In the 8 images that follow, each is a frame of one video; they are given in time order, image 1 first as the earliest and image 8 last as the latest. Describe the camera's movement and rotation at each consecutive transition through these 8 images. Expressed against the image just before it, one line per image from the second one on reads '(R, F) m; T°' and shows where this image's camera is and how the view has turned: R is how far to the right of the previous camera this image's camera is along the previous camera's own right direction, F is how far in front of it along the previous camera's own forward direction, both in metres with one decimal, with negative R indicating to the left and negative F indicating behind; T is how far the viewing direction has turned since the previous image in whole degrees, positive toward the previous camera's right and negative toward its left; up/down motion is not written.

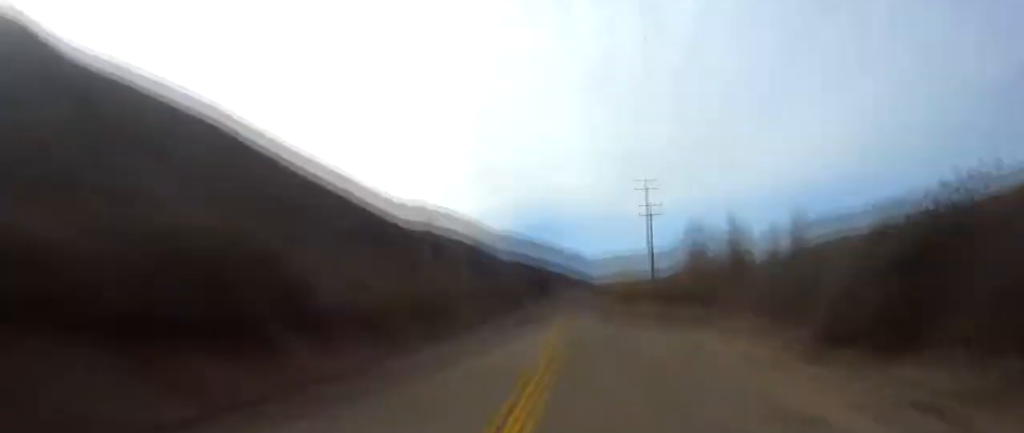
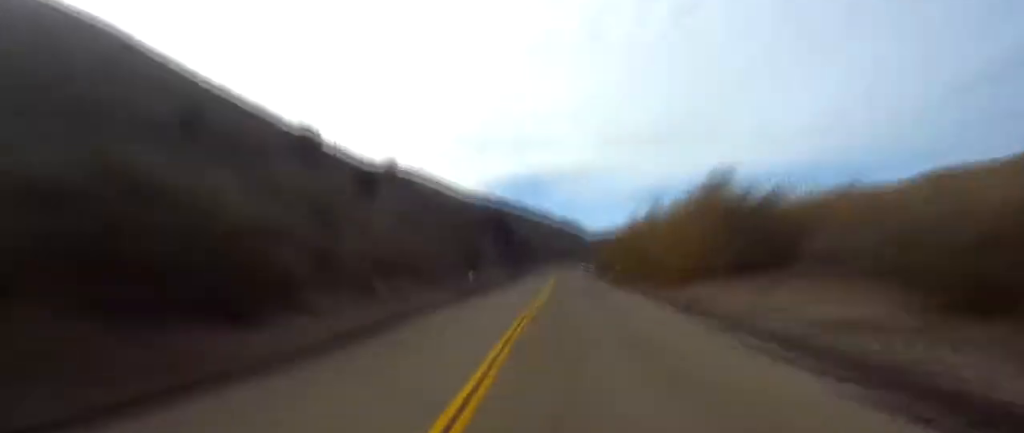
(+1.1, +74.8) m; +1°
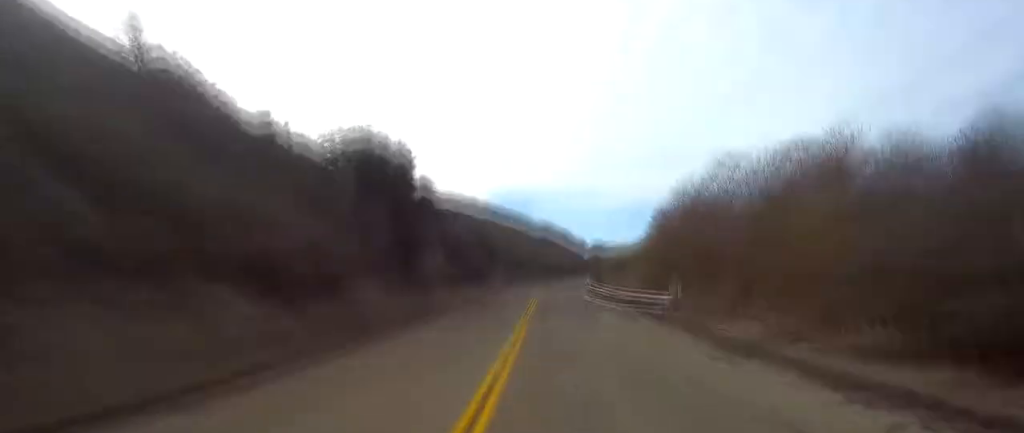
(+0.4, +69.5) m; +2°
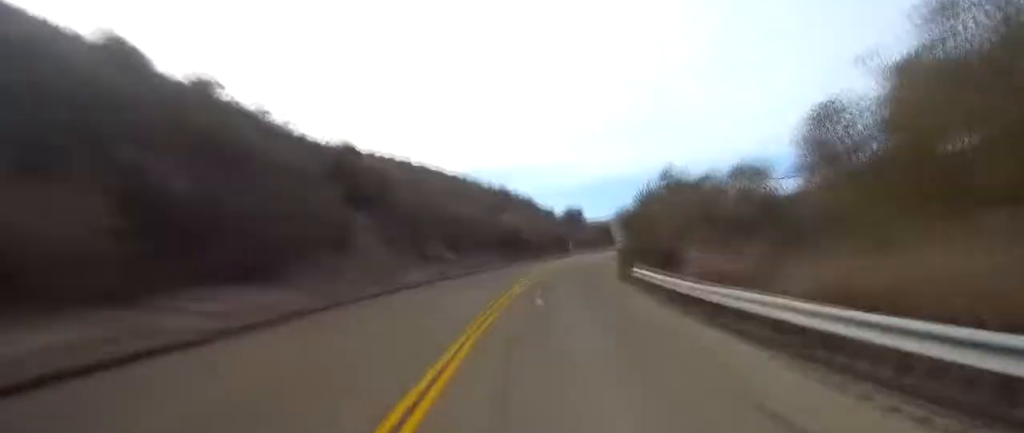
(-0.5, +59.0) m; +4°
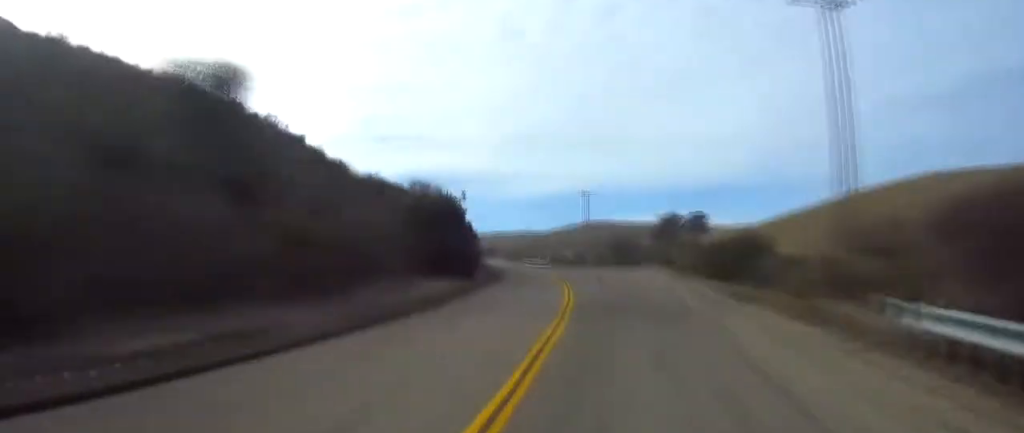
(+12.5, +127.5) m; +3°
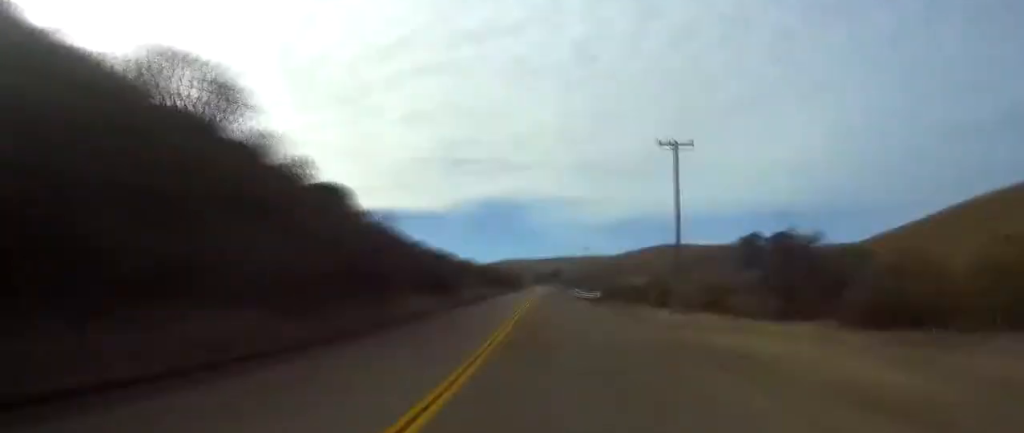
(-2.6, +55.8) m; -4°
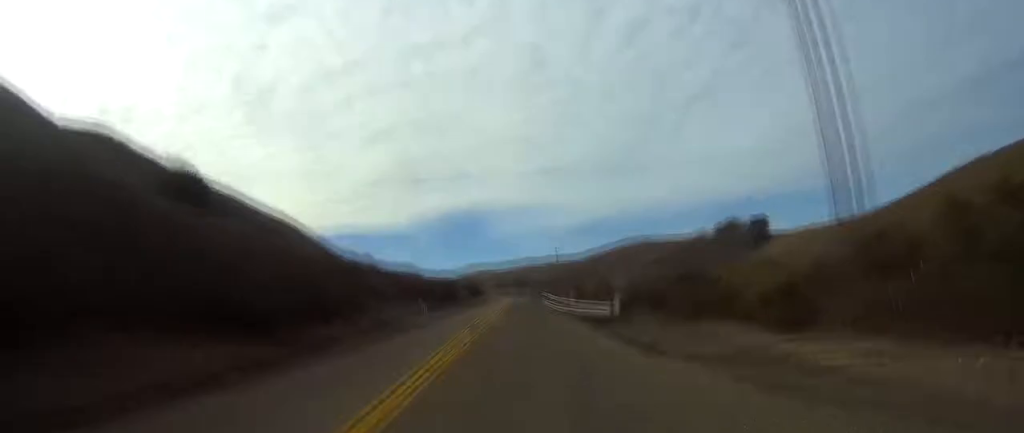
(-0.4, +29.4) m; -3°
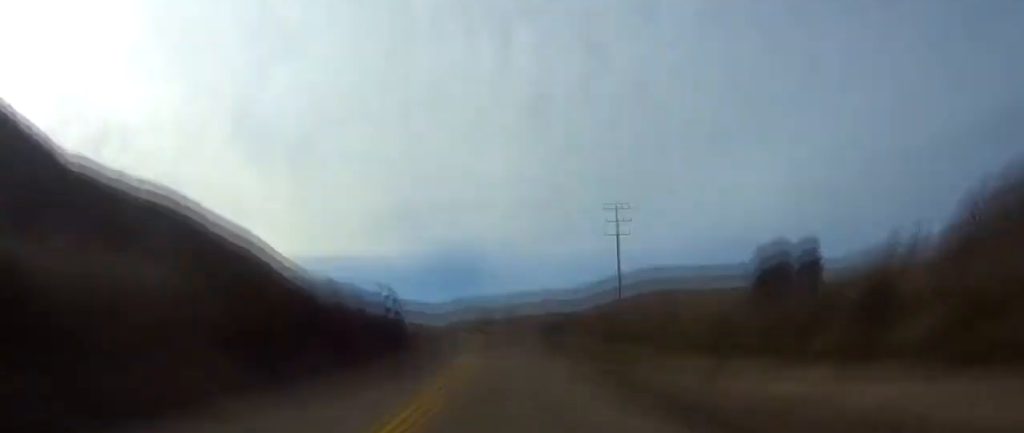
(-3.4, +100.8) m; -2°
